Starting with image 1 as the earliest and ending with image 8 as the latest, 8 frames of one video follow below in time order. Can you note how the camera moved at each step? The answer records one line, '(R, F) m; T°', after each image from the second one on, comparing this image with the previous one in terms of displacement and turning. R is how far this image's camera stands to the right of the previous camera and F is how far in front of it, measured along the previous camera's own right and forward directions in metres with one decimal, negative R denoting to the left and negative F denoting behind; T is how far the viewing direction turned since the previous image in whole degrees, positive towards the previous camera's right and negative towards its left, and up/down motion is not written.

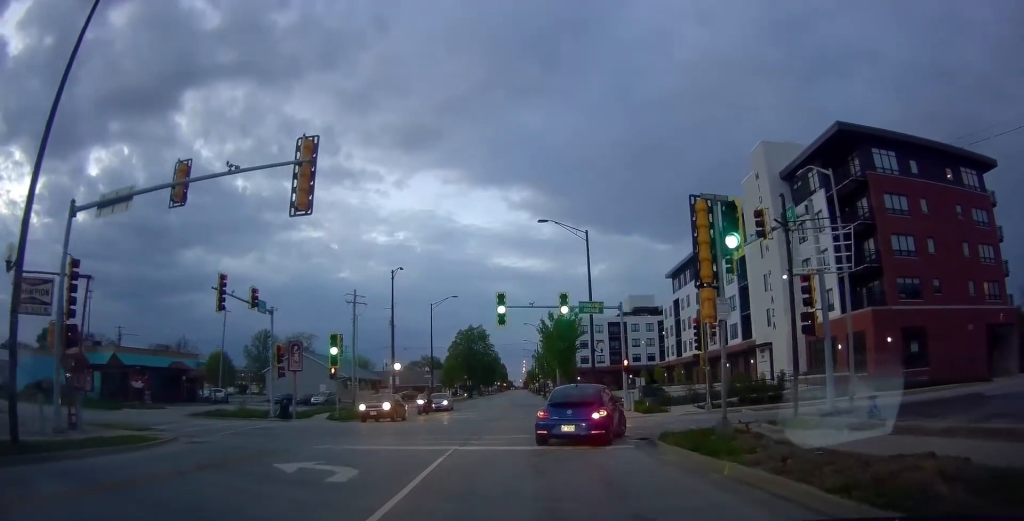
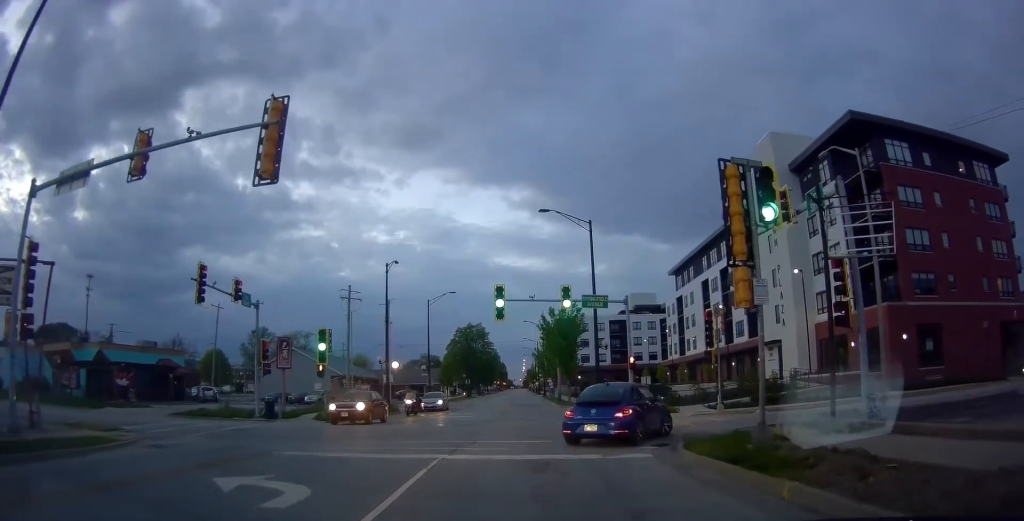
(0.0, +2.1) m; 0°
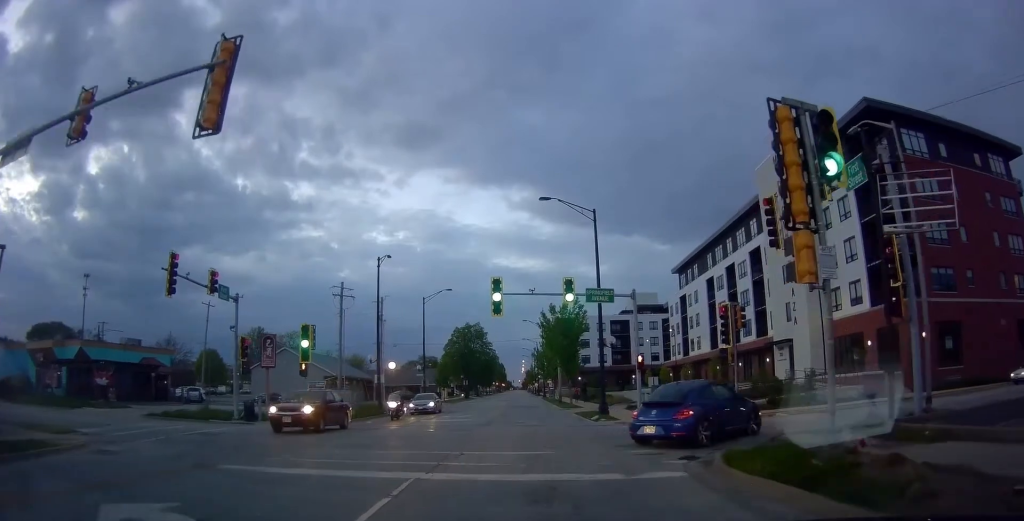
(0.0, +2.5) m; +1°
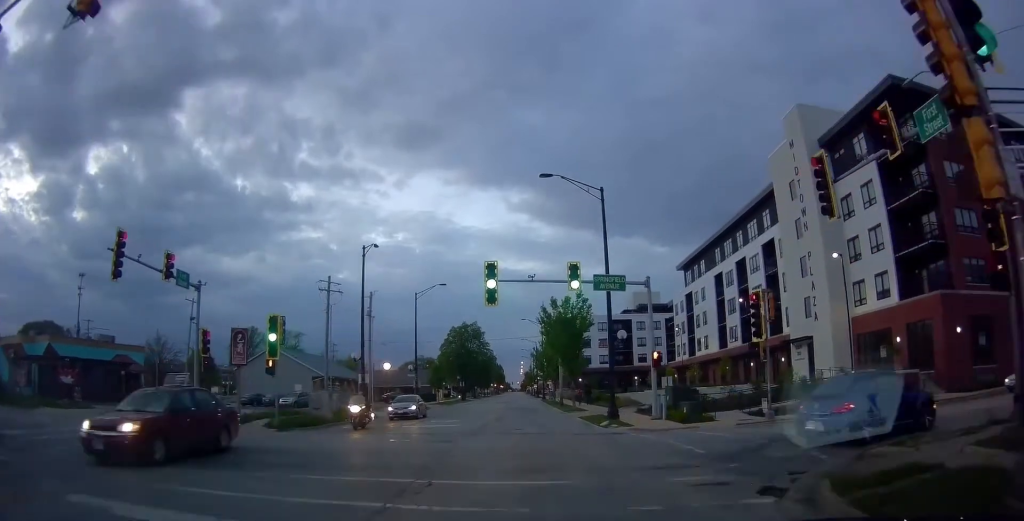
(0.0, +3.6) m; +4°
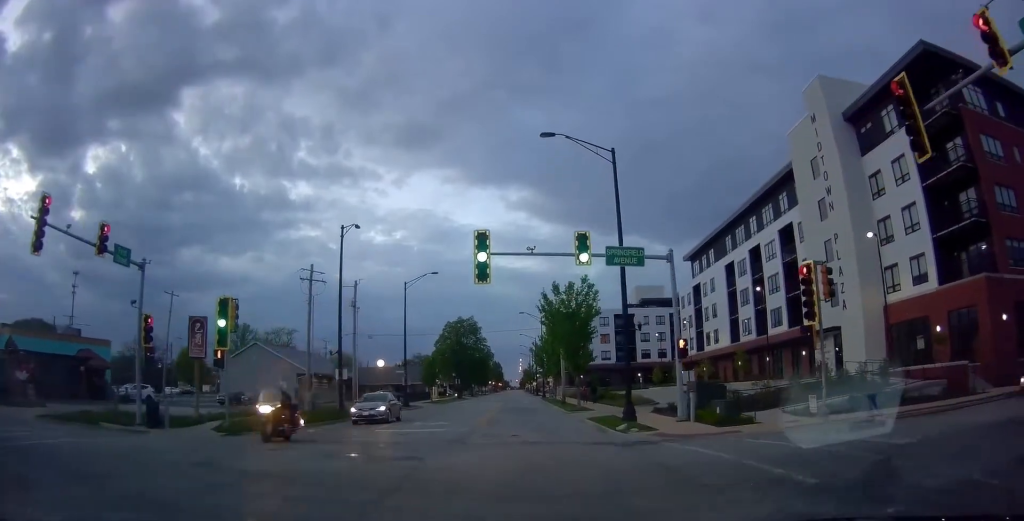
(+0.2, +4.4) m; +3°
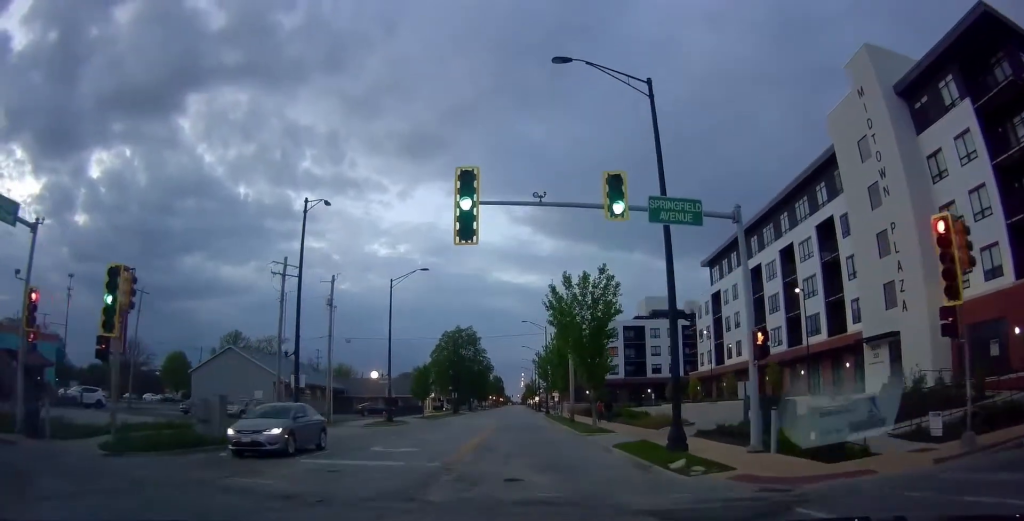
(+0.2, +7.0) m; -3°
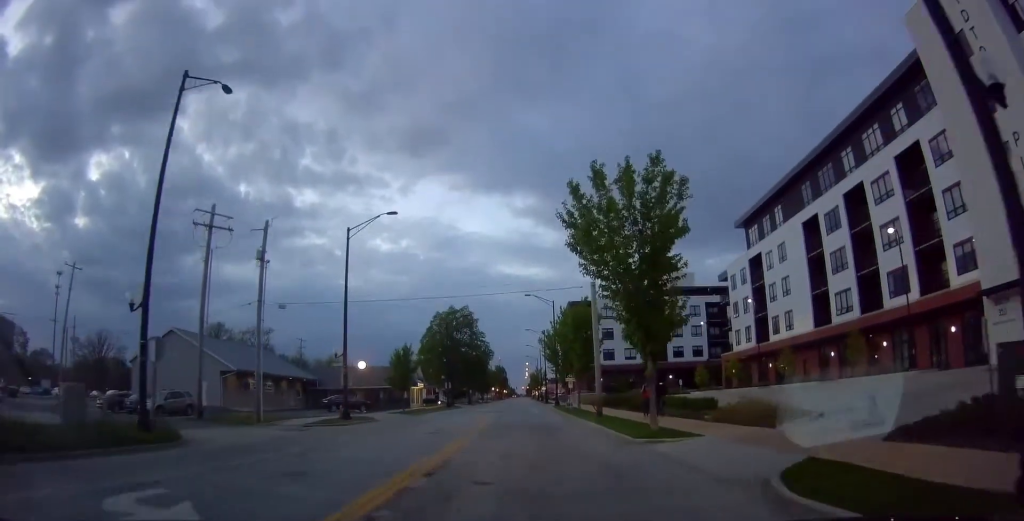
(-1.0, +12.4) m; -4°
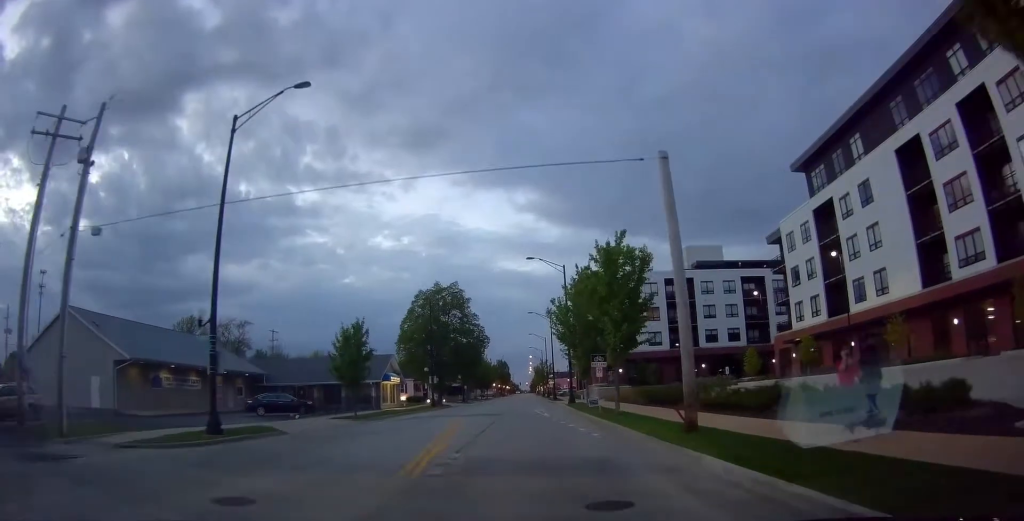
(0.0, +15.2) m; 0°
